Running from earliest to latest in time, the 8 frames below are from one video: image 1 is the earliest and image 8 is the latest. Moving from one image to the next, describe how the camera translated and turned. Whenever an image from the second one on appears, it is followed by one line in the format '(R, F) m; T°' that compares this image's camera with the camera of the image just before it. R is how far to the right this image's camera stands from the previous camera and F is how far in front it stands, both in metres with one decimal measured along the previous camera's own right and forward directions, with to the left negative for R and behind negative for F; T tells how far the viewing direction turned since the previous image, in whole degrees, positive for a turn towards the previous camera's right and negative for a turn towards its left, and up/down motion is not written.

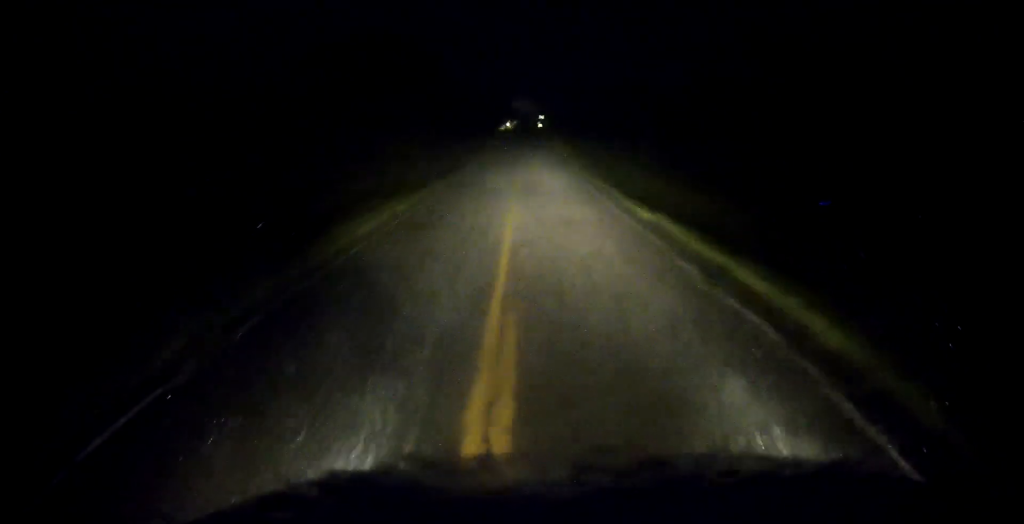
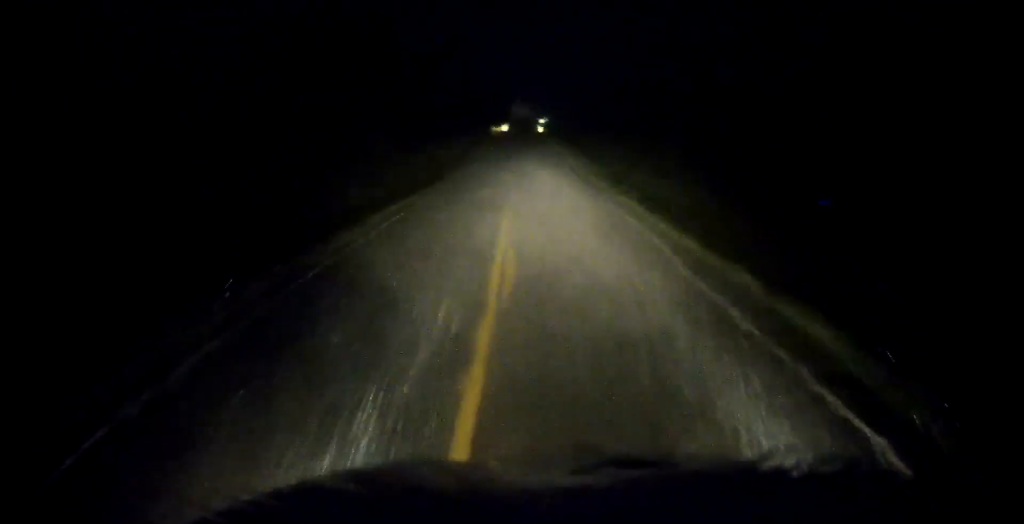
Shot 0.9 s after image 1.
(-0.4, +19.3) m; 0°
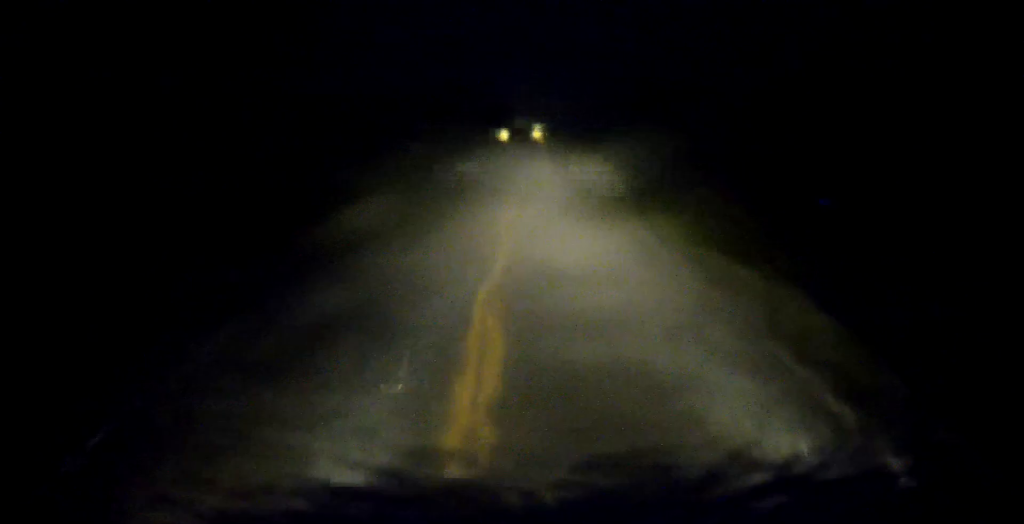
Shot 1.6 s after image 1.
(+0.1, +16.5) m; 0°
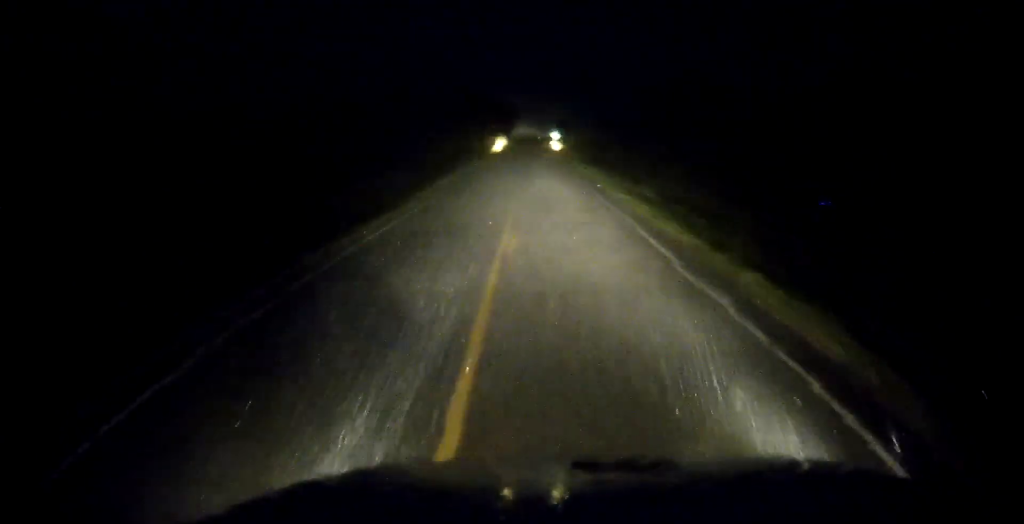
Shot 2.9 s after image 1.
(0.0, +29.0) m; -1°
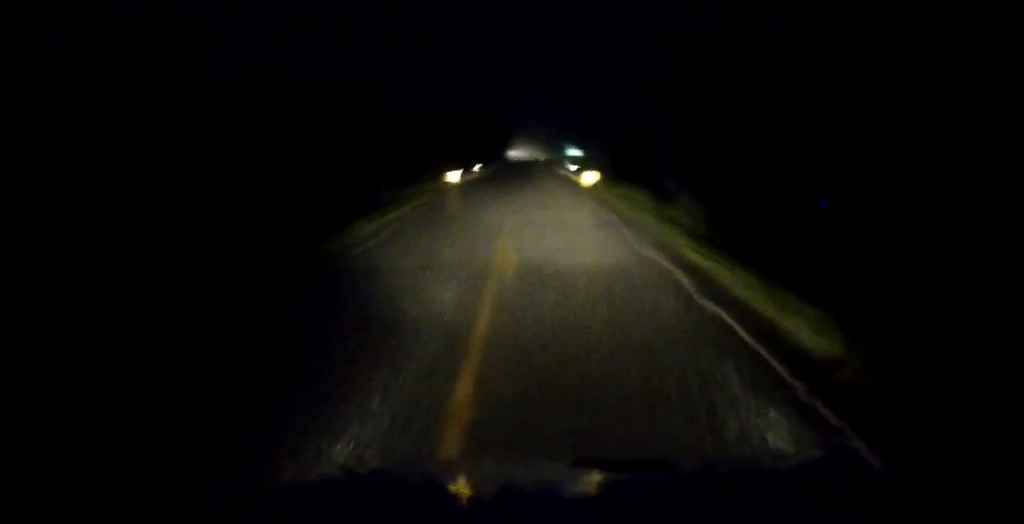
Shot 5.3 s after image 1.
(-0.1, +50.8) m; 0°
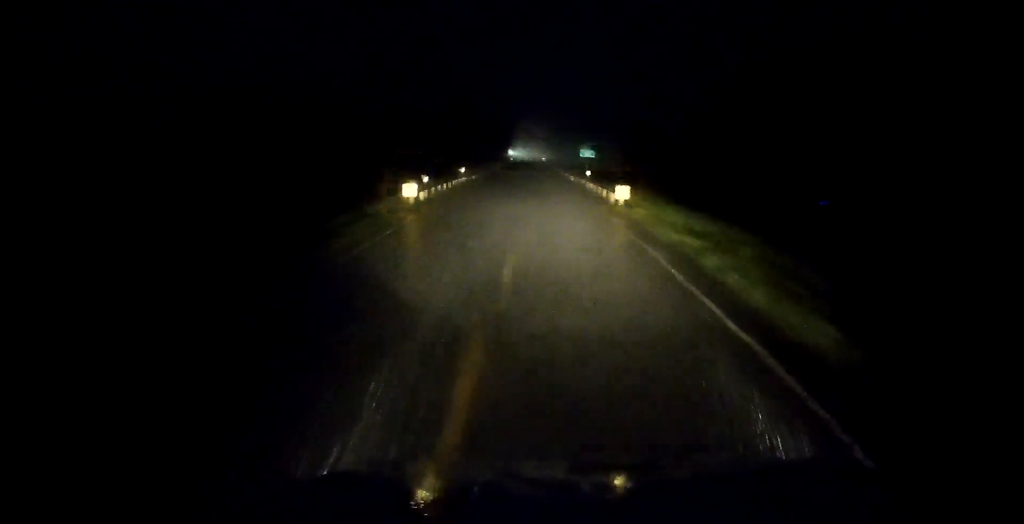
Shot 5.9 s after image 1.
(0.0, +12.4) m; +1°
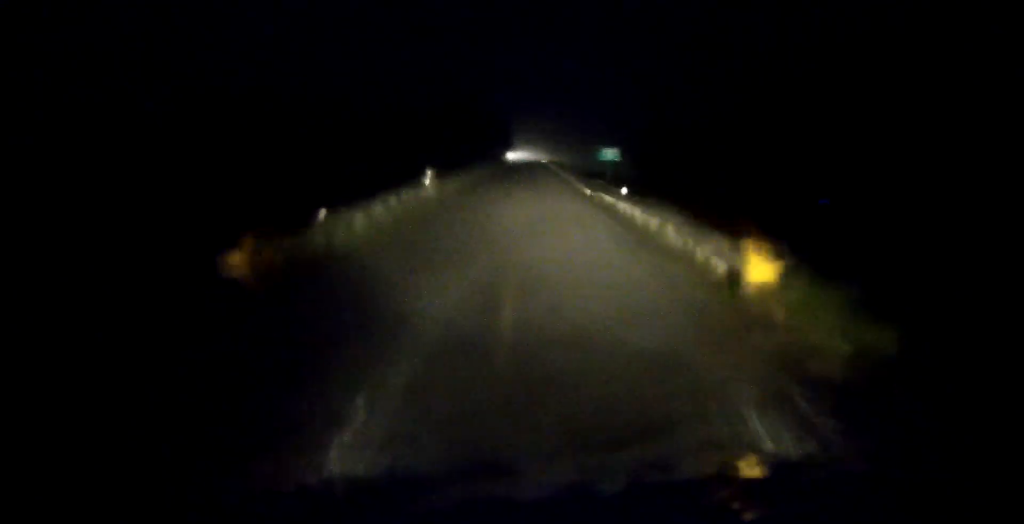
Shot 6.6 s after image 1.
(+0.3, +14.3) m; +1°
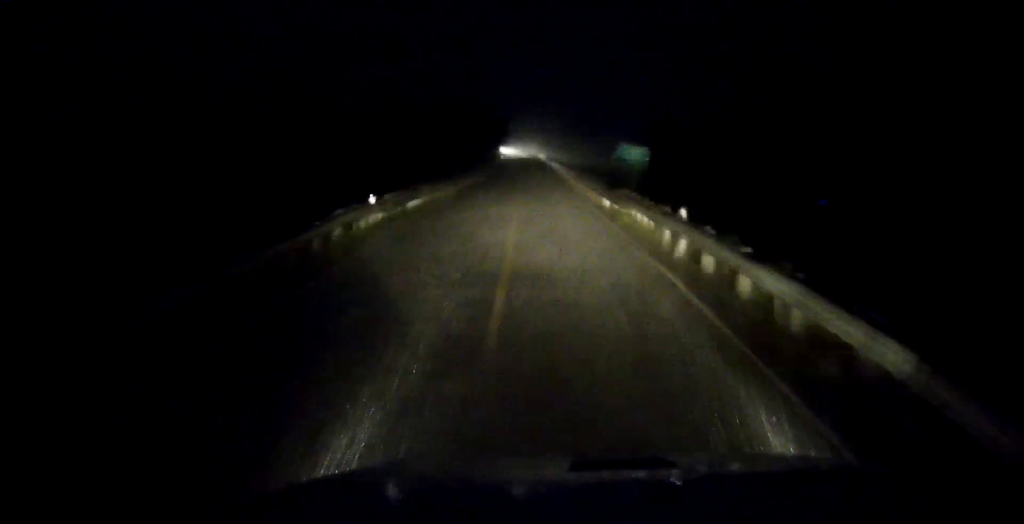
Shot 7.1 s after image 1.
(+0.3, +9.5) m; 0°
